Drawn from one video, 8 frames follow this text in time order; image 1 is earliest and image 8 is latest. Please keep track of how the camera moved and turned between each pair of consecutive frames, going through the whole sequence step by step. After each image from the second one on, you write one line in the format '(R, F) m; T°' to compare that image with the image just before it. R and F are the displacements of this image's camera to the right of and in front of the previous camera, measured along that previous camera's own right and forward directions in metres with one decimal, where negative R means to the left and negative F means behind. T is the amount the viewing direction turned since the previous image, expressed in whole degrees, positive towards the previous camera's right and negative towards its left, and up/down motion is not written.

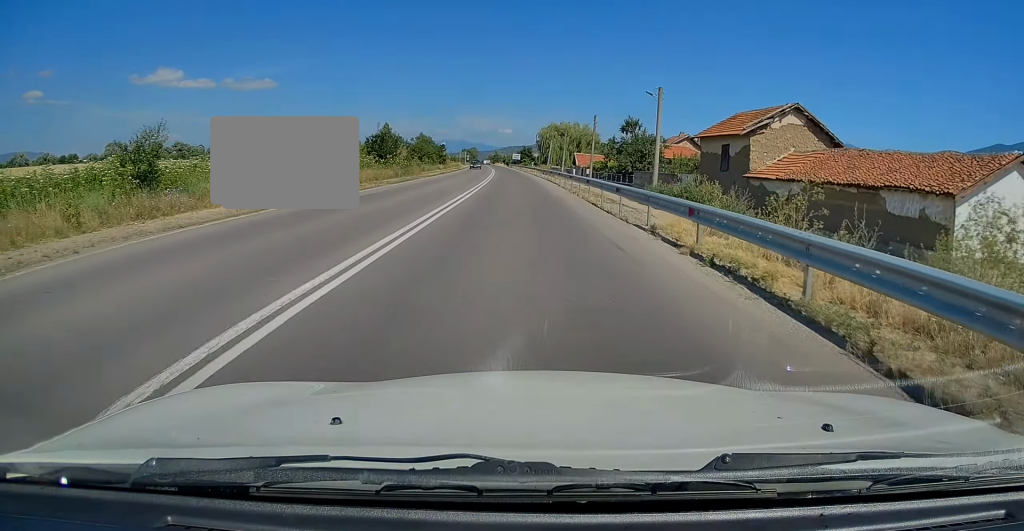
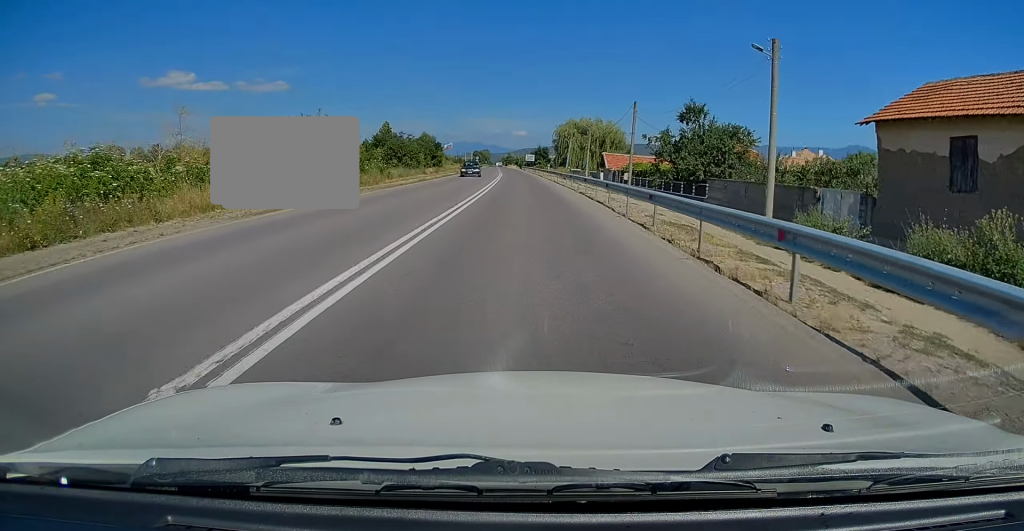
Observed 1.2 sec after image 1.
(-0.2, +18.9) m; -1°
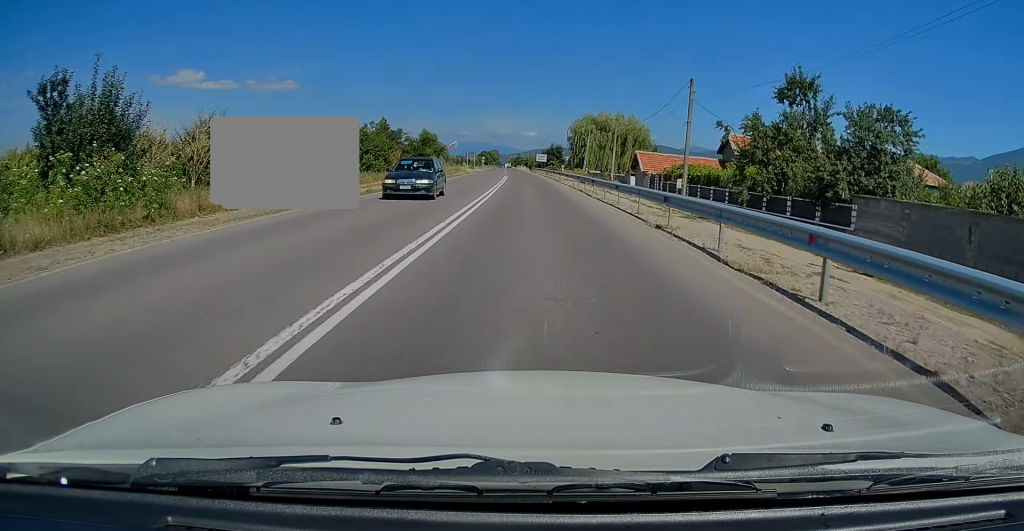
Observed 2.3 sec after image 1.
(-0.2, +16.0) m; -1°
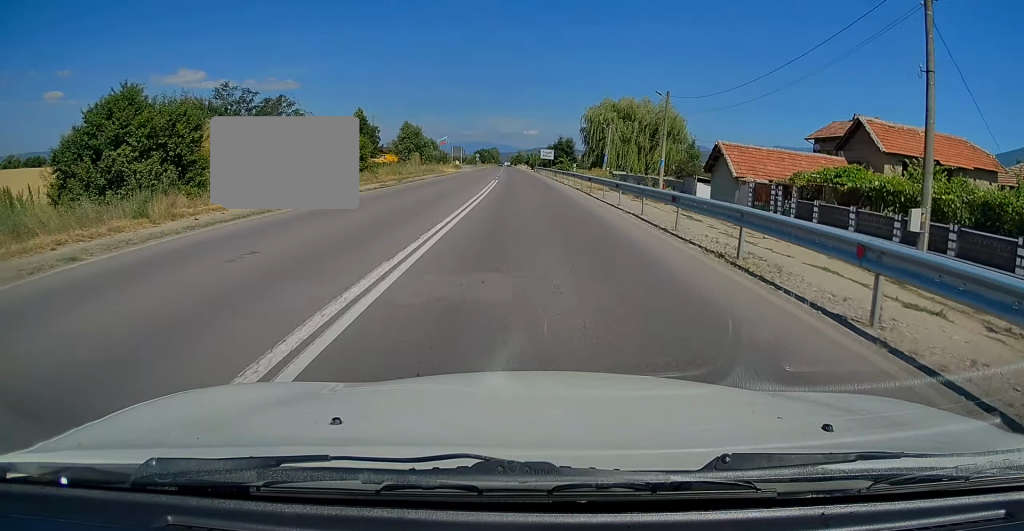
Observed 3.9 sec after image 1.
(0.0, +24.8) m; +1°
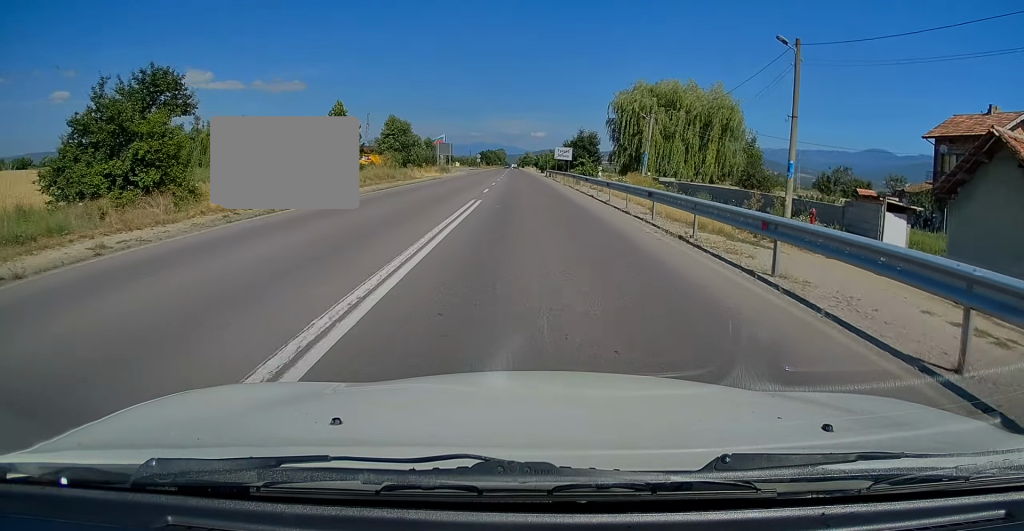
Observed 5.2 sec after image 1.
(0.0, +21.3) m; -1°
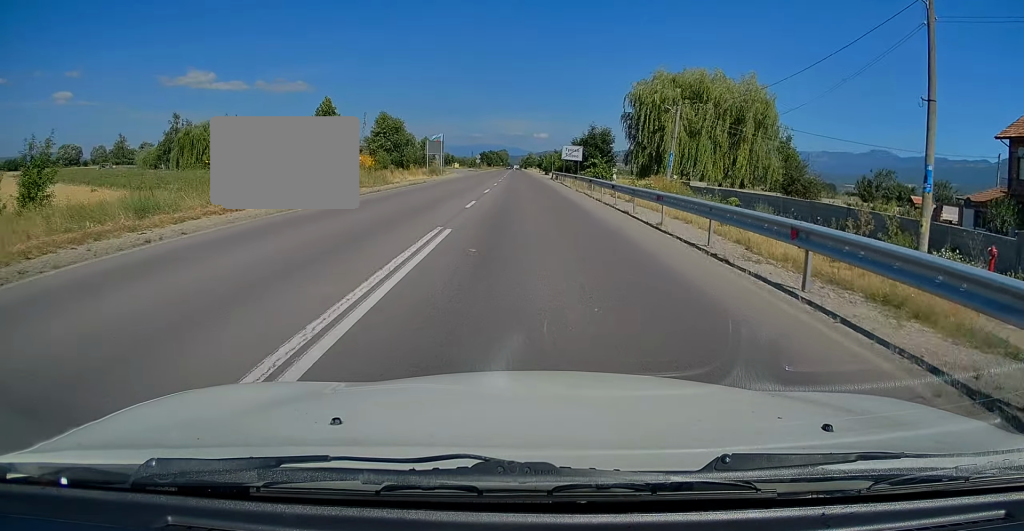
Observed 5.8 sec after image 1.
(-0.1, +8.9) m; 0°
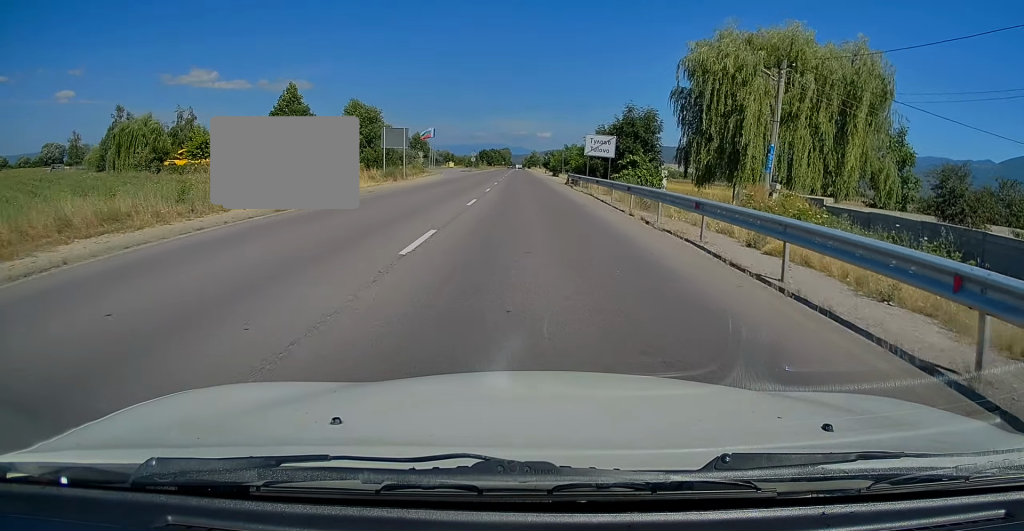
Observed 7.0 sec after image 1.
(+0.1, +19.0) m; 0°
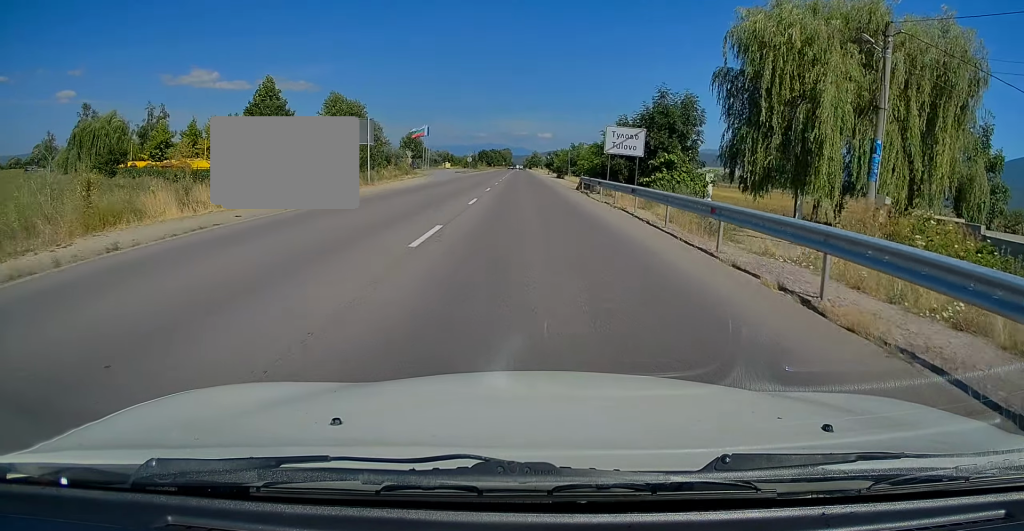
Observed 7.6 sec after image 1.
(+0.1, +9.0) m; 0°
